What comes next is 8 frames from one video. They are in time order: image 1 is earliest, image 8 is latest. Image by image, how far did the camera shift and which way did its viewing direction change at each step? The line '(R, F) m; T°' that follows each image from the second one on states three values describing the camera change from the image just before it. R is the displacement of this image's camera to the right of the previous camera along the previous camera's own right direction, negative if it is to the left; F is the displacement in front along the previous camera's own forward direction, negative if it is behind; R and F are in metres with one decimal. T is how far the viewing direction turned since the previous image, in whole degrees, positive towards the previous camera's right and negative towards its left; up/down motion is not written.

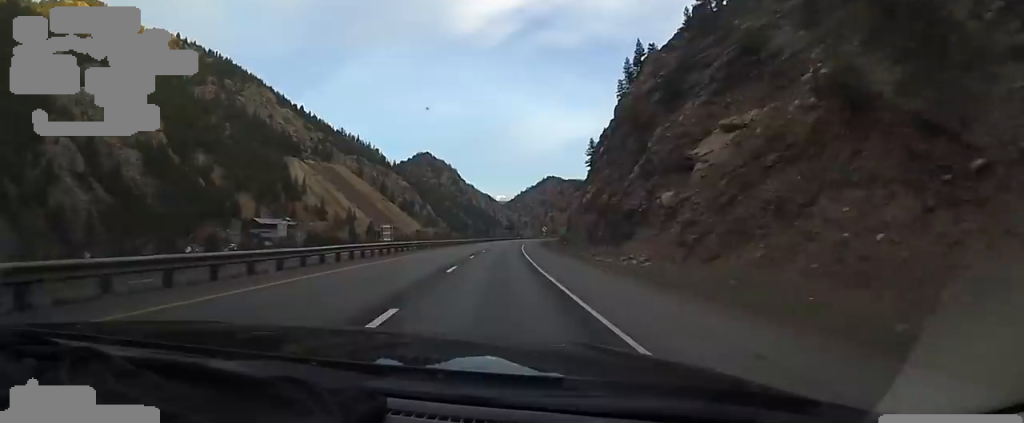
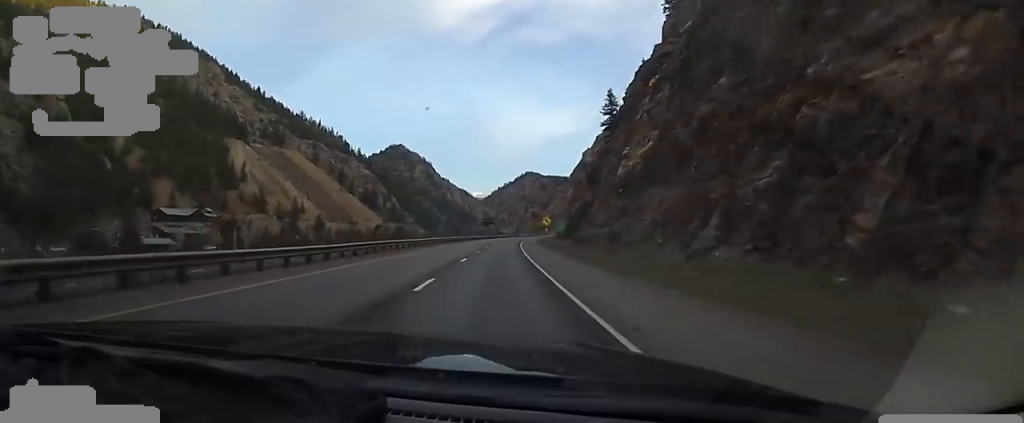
(0.0, +54.9) m; +1°
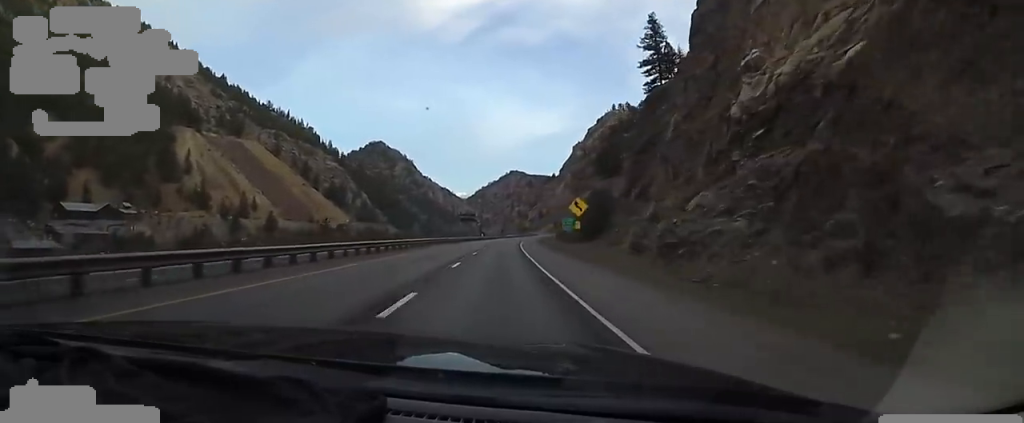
(+1.0, +40.9) m; +3°
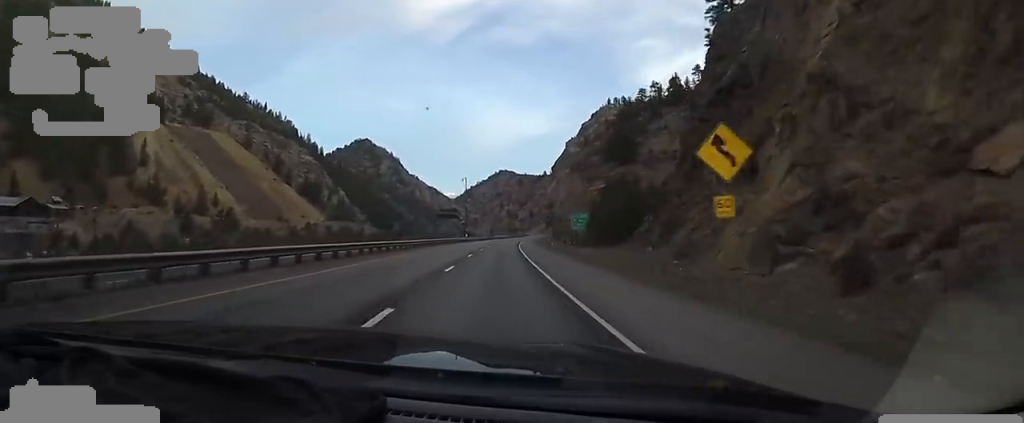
(+0.3, +26.2) m; +1°
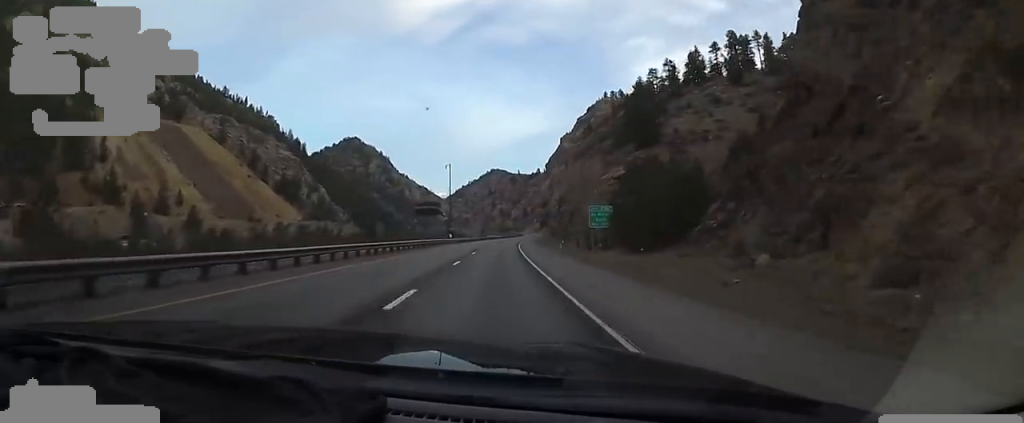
(+0.2, +20.8) m; +1°
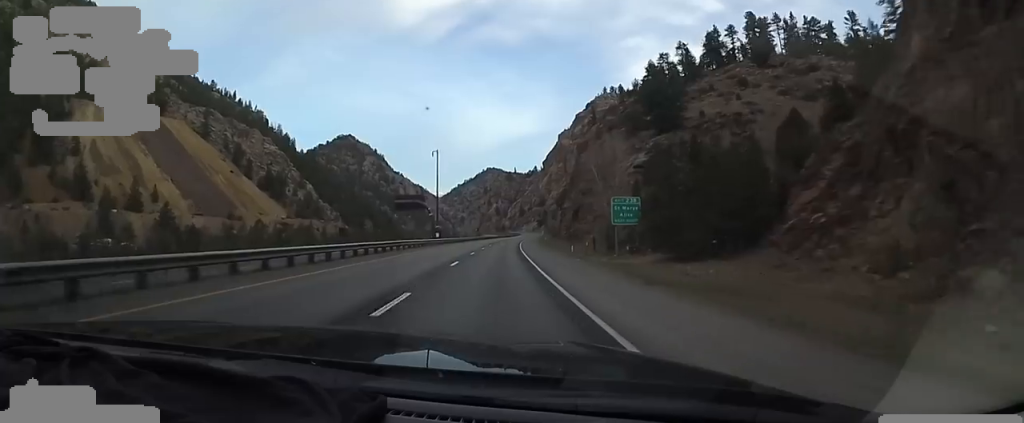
(0.0, +13.5) m; 0°
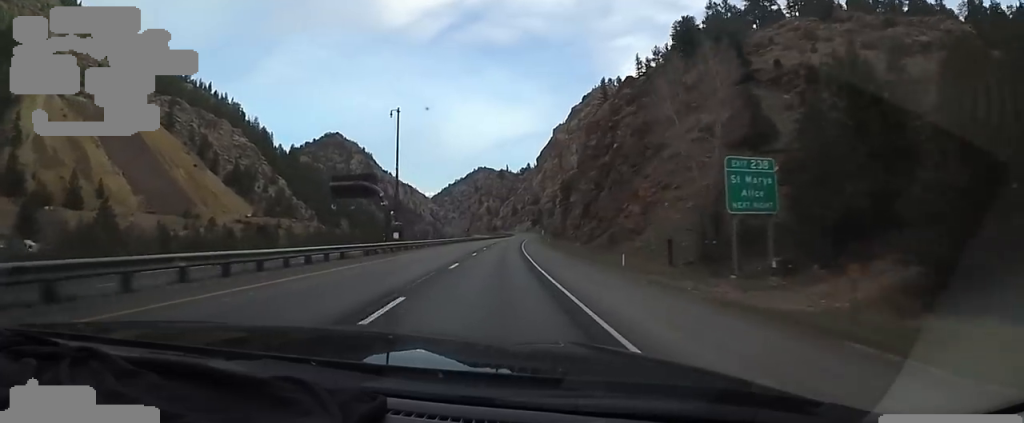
(+0.3, +25.1) m; +1°
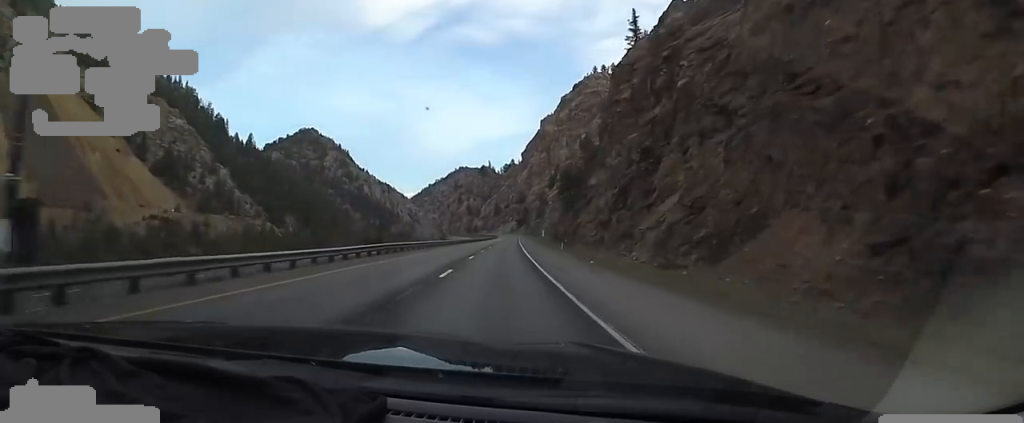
(+0.8, +40.1) m; +4°
